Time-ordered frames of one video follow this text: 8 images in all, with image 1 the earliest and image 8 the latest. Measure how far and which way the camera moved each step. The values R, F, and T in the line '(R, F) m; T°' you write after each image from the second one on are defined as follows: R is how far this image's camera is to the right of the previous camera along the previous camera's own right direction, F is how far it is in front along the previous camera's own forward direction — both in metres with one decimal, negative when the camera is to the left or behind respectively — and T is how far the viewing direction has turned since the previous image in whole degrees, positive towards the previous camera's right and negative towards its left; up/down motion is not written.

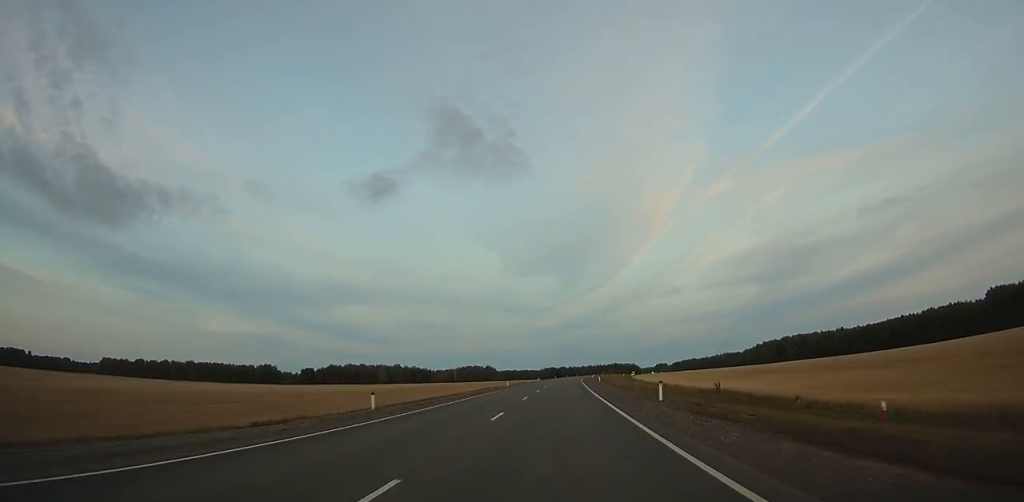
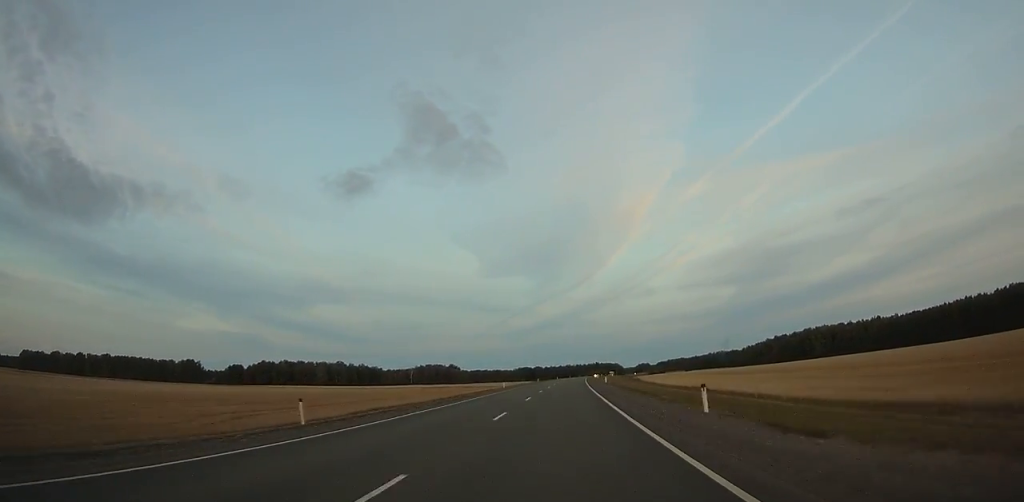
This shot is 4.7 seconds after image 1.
(+1.6, +113.4) m; +2°
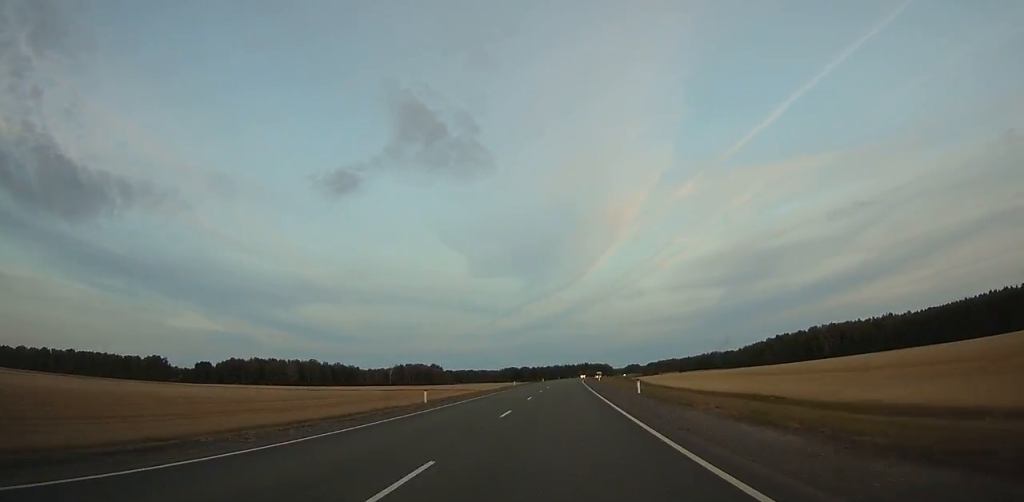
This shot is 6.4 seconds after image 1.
(+0.4, +36.0) m; +1°
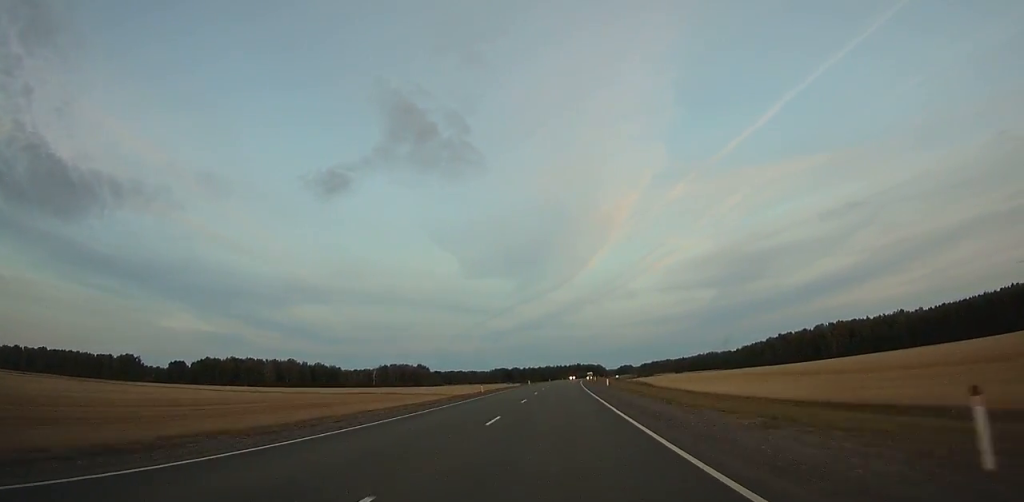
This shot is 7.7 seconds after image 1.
(+0.1, +27.0) m; +1°
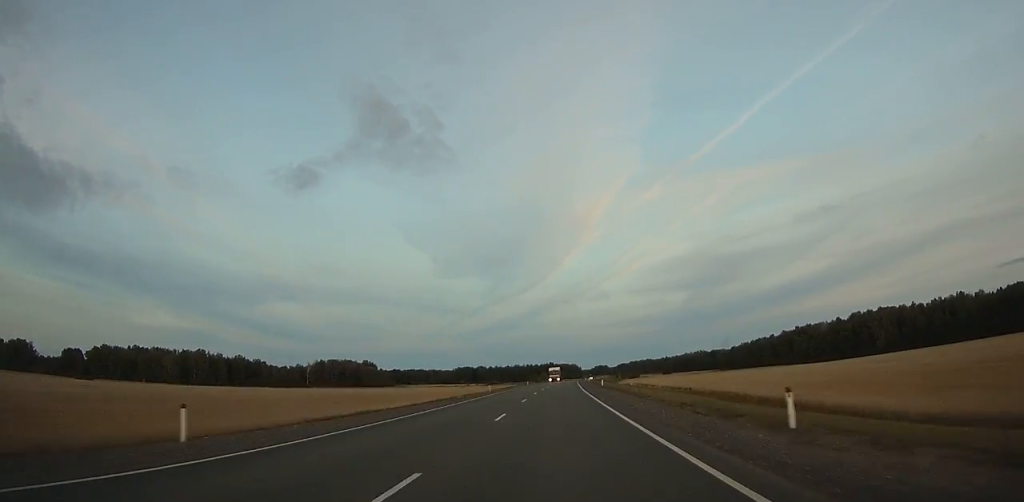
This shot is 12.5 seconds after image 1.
(+2.3, +93.1) m; +3°
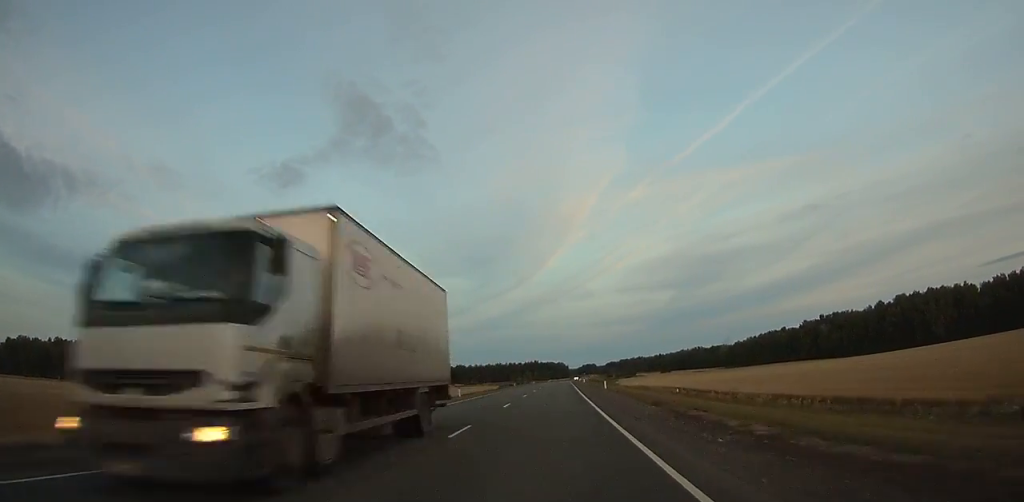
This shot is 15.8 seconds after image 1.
(+1.4, +62.6) m; +2°
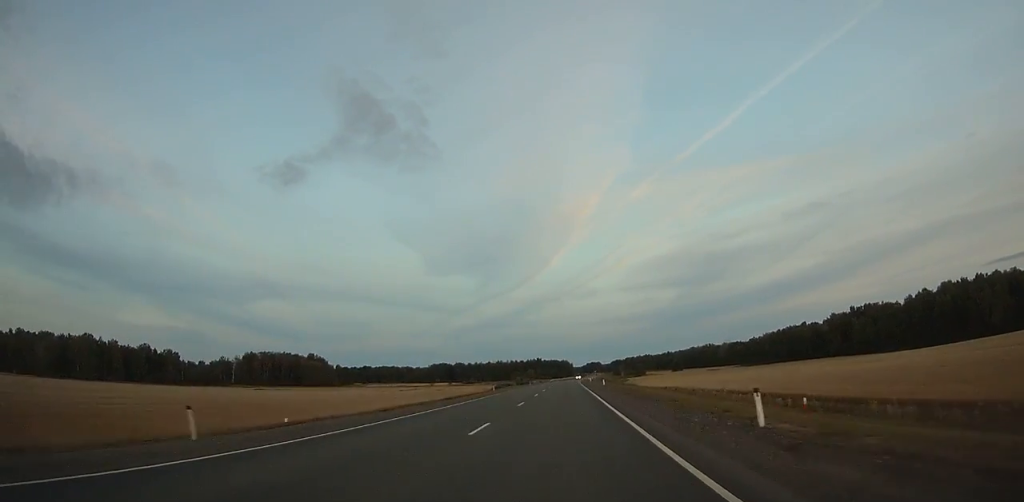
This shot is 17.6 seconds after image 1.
(+0.1, +34.4) m; 0°
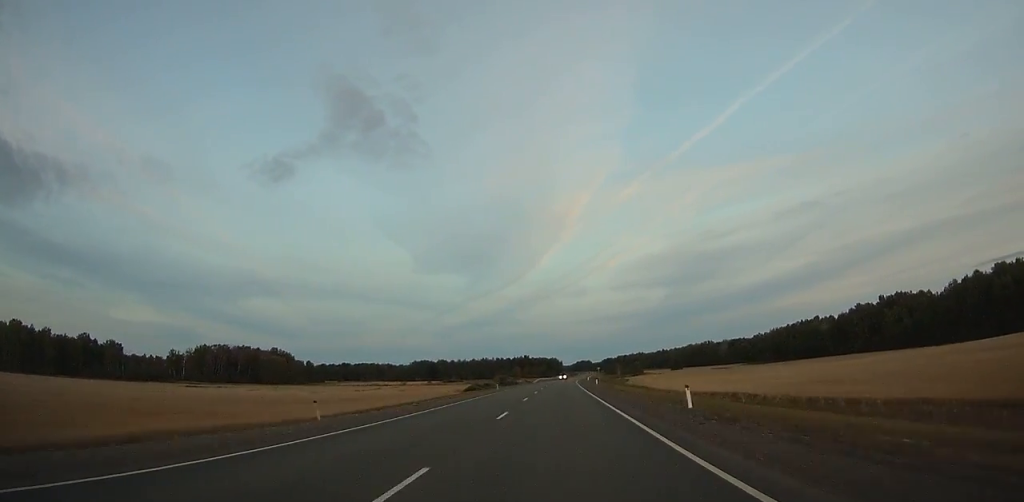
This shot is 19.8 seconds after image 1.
(0.0, +42.4) m; 0°
